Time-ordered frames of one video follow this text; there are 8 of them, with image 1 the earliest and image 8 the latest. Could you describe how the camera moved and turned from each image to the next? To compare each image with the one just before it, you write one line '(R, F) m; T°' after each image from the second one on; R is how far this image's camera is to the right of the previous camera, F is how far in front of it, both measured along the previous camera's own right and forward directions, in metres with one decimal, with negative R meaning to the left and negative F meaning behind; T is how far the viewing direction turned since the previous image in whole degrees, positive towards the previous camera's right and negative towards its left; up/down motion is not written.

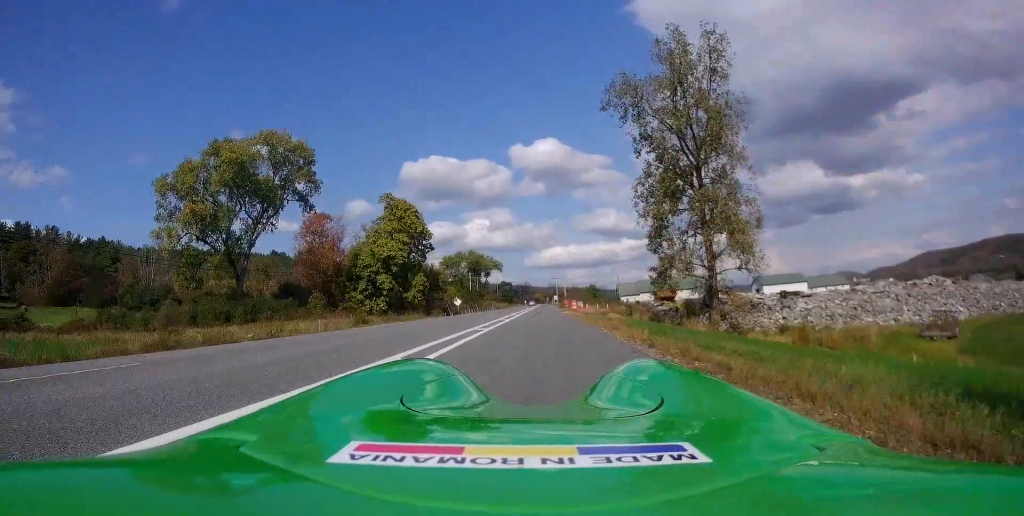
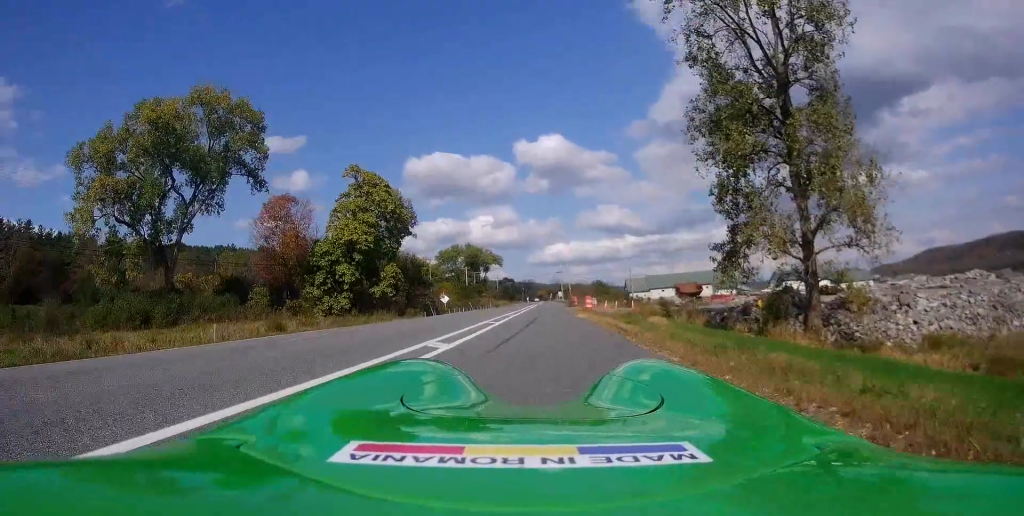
(0.0, +16.0) m; 0°
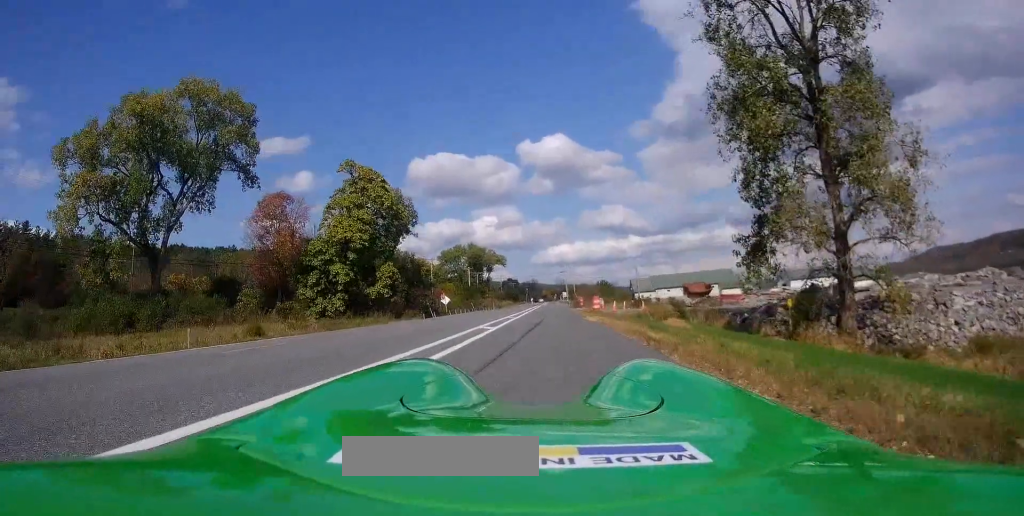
(0.0, +3.1) m; 0°
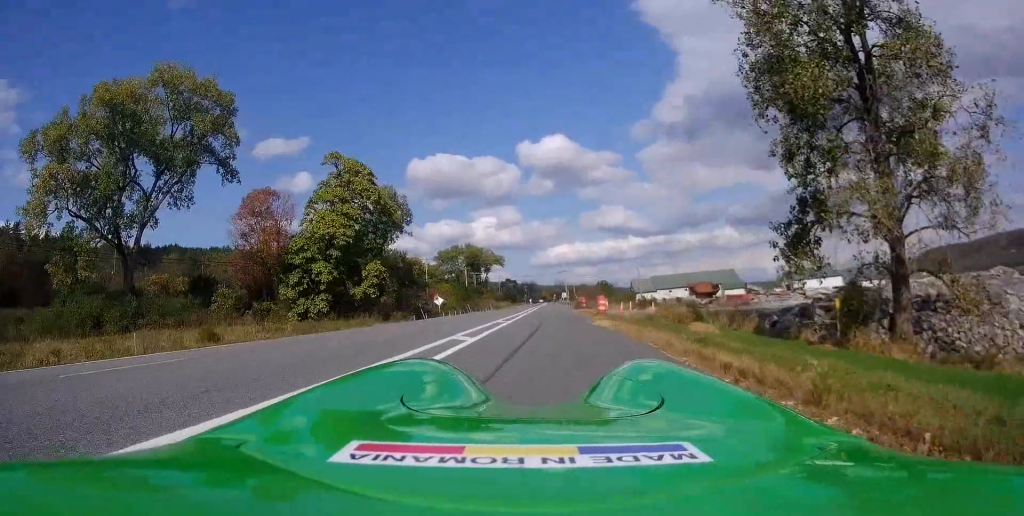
(0.0, +4.3) m; 0°
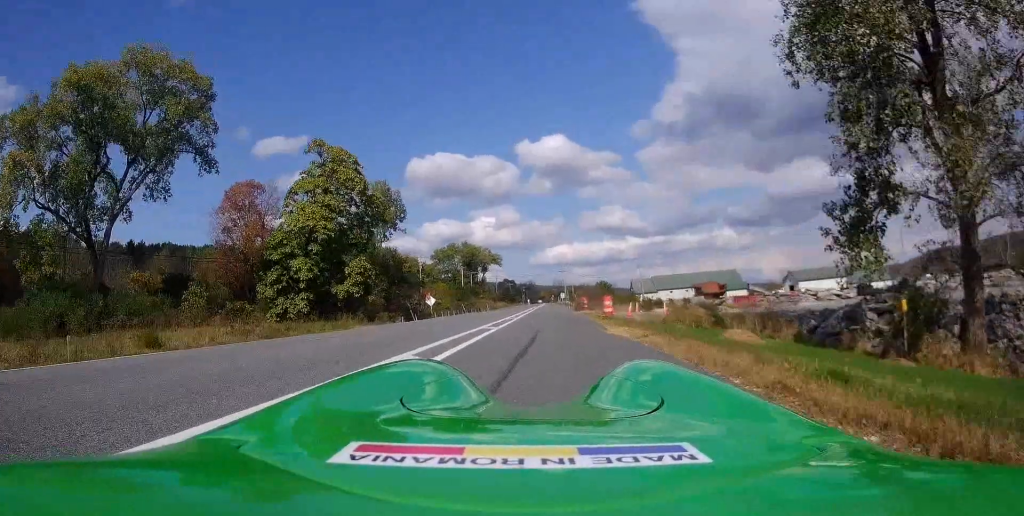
(0.0, +4.2) m; 0°
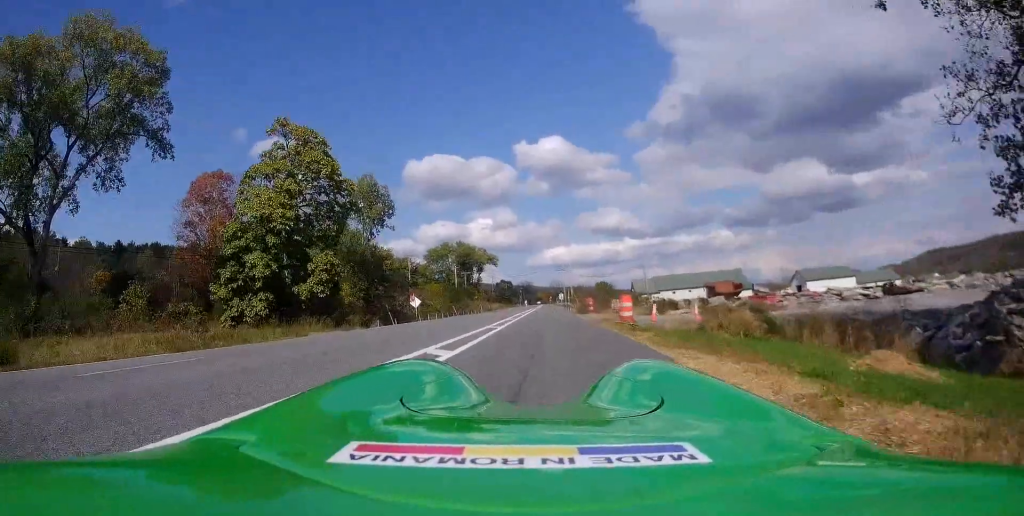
(0.0, +7.6) m; -2°
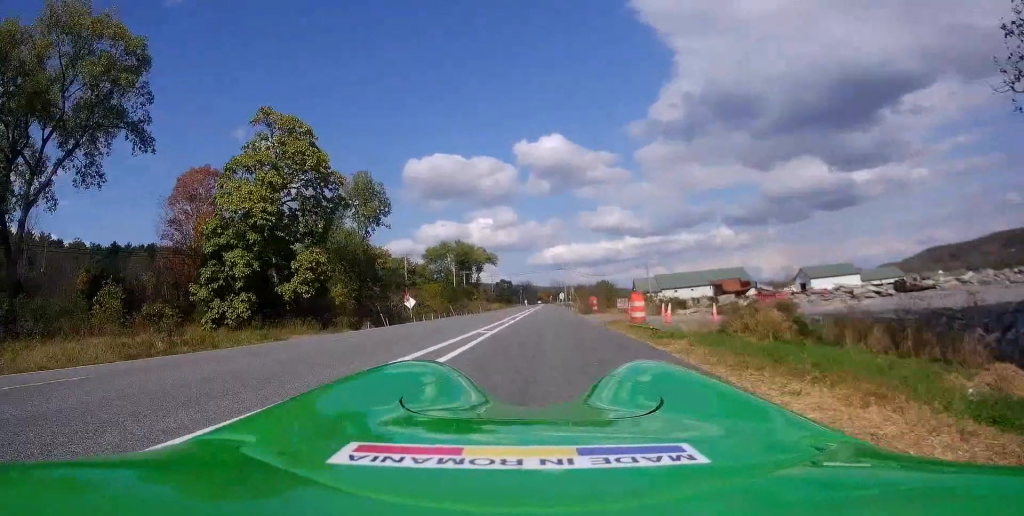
(0.0, +3.1) m; -1°
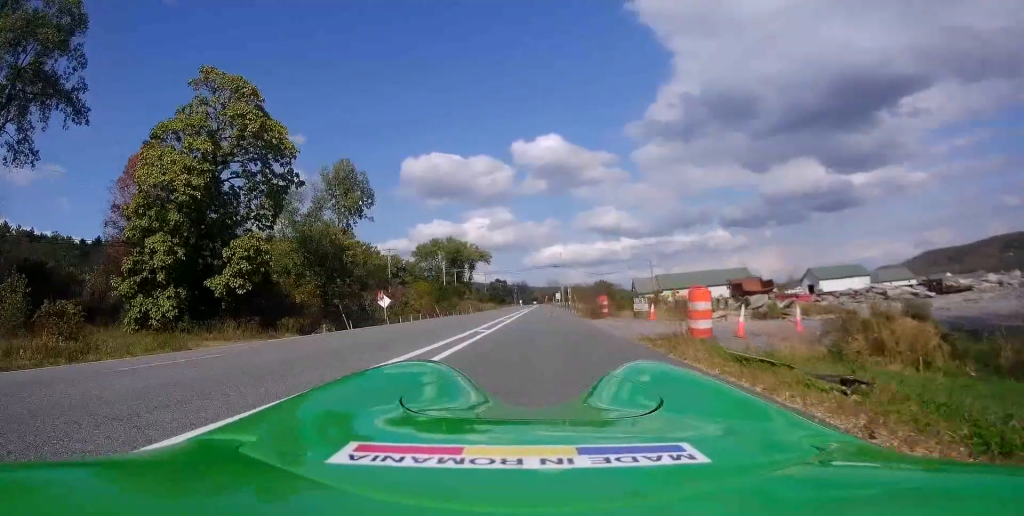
(-0.2, +8.5) m; +1°
